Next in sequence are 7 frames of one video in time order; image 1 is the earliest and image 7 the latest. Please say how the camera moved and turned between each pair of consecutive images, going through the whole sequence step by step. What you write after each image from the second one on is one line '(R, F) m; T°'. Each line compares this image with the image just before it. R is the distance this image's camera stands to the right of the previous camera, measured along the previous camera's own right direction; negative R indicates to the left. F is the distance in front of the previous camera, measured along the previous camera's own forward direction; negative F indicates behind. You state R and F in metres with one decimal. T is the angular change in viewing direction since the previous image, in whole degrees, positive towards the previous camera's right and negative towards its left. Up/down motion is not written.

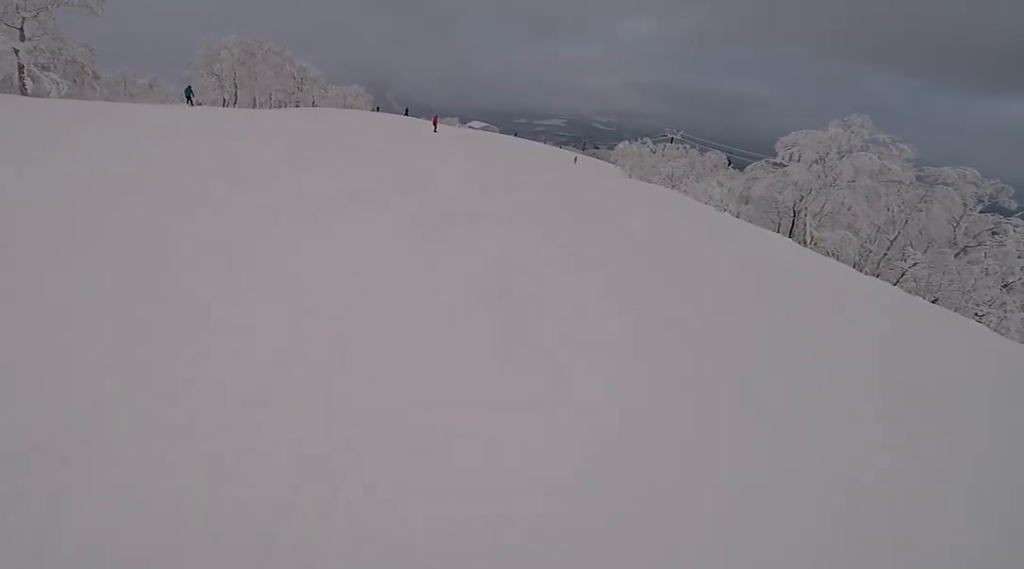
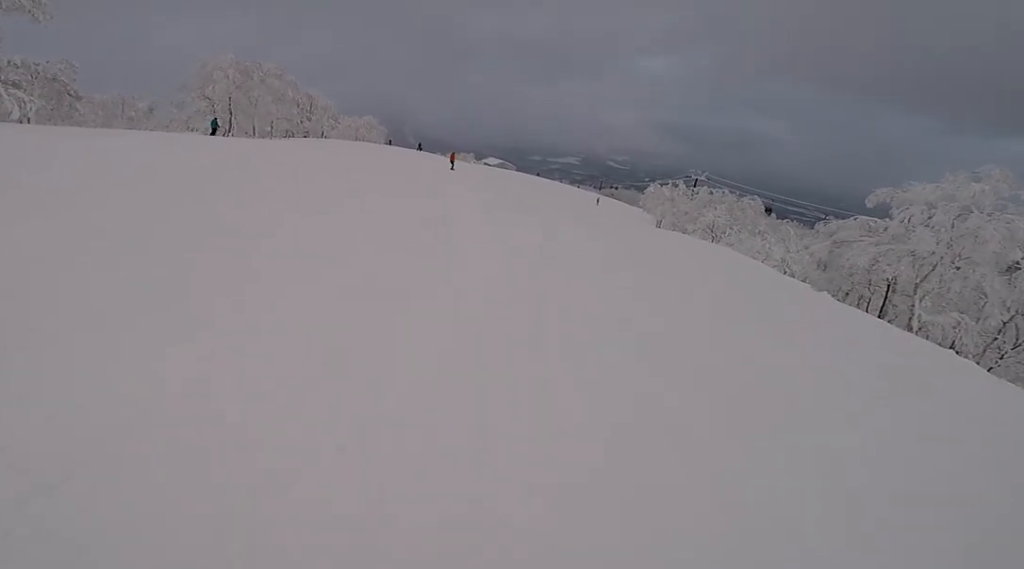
(0.0, +6.3) m; 0°
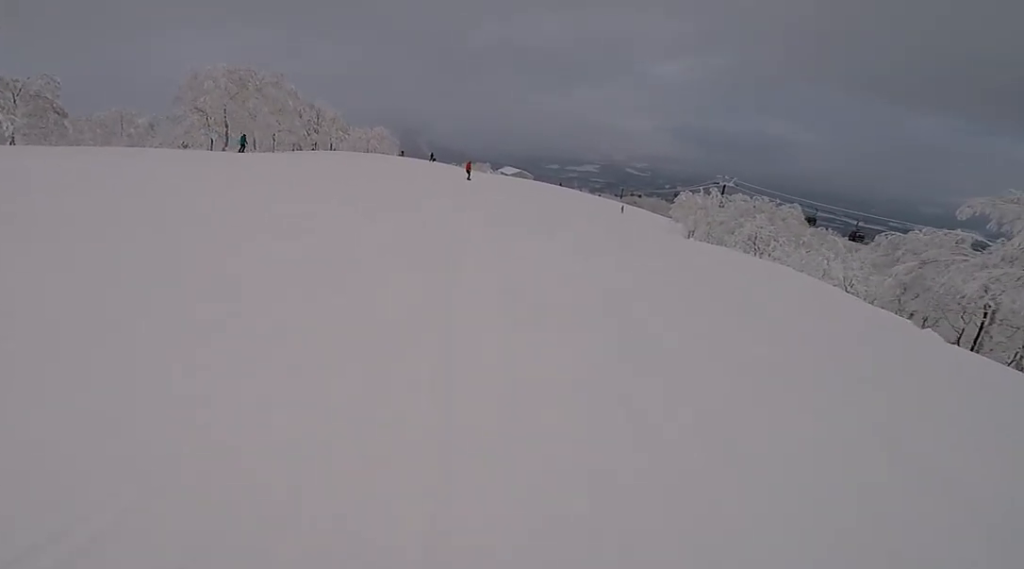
(0.0, +3.6) m; 0°
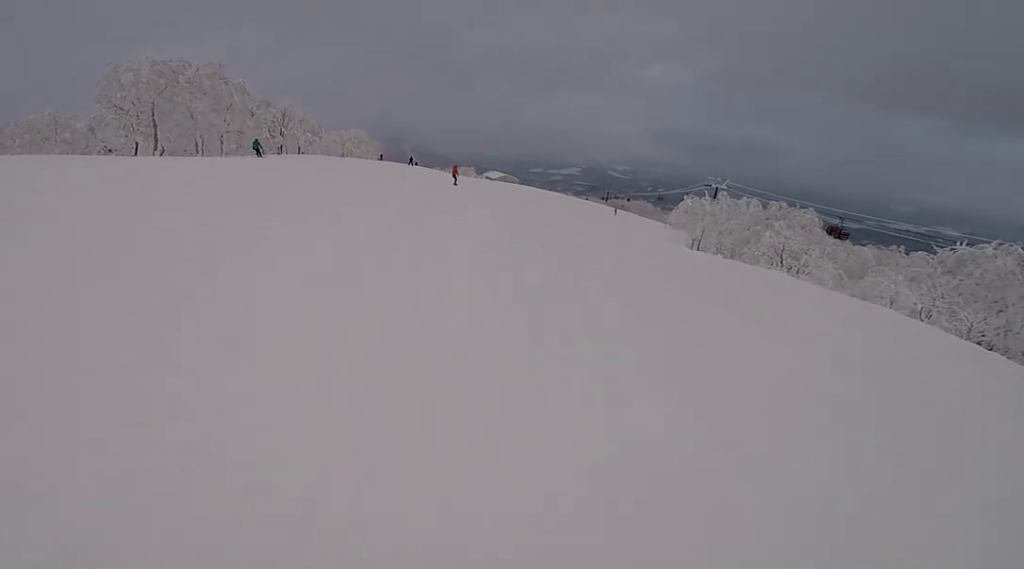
(0.0, +7.1) m; 0°
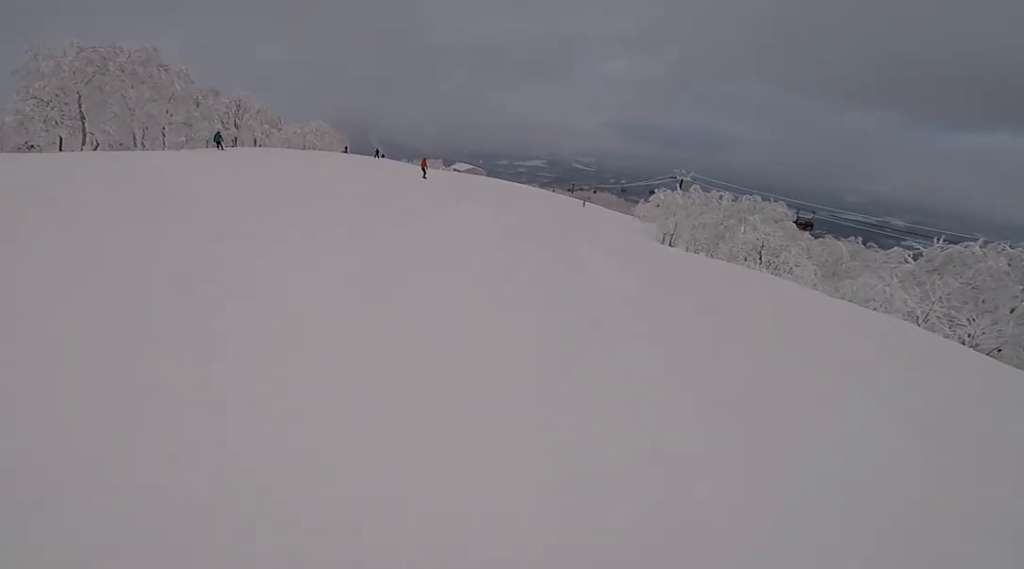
(0.0, +2.7) m; 0°
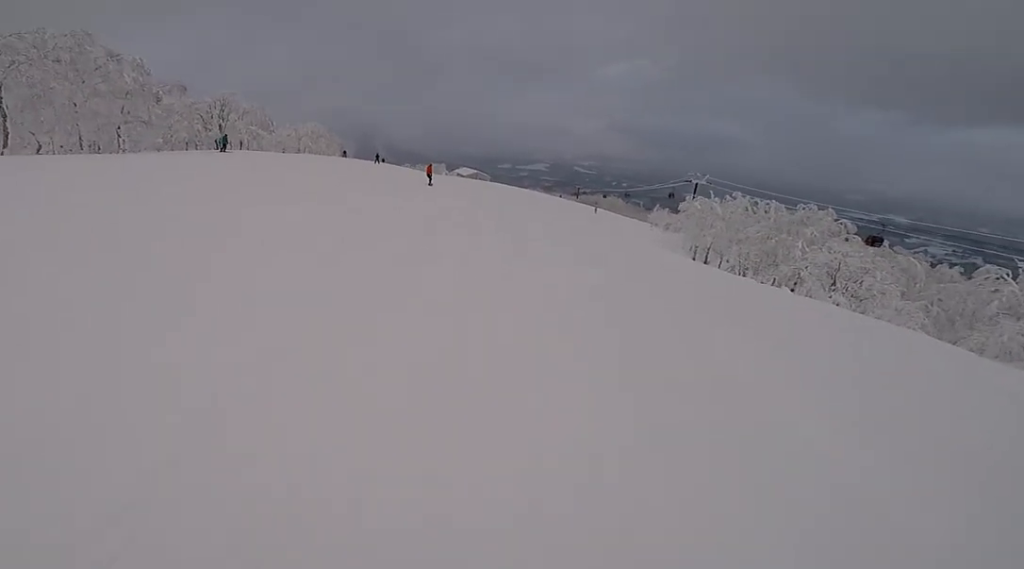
(0.0, +7.1) m; 0°
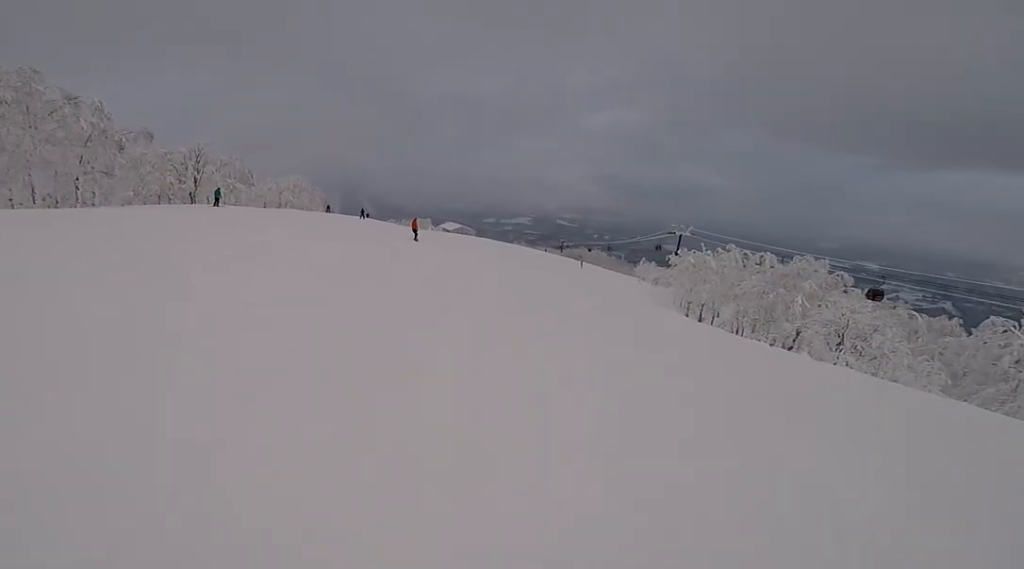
(0.0, +2.4) m; 0°
